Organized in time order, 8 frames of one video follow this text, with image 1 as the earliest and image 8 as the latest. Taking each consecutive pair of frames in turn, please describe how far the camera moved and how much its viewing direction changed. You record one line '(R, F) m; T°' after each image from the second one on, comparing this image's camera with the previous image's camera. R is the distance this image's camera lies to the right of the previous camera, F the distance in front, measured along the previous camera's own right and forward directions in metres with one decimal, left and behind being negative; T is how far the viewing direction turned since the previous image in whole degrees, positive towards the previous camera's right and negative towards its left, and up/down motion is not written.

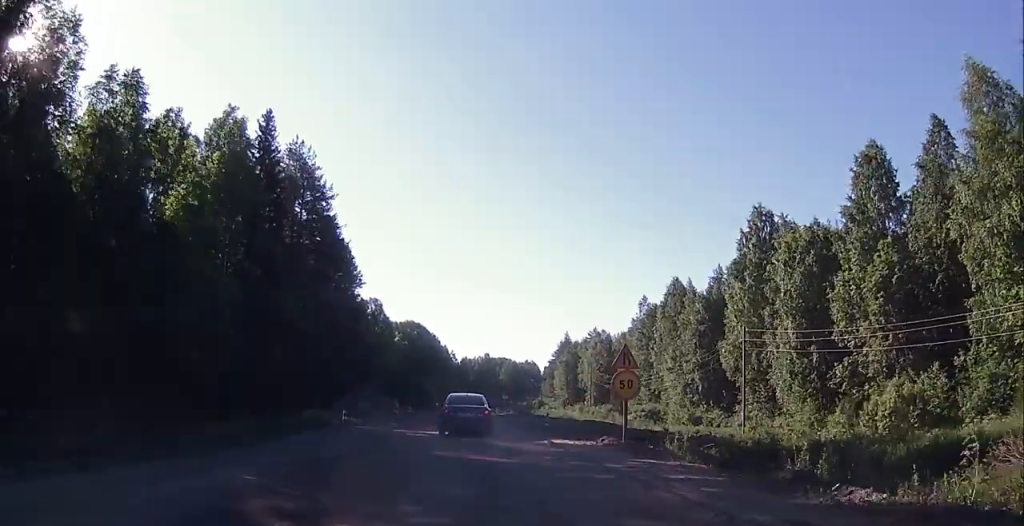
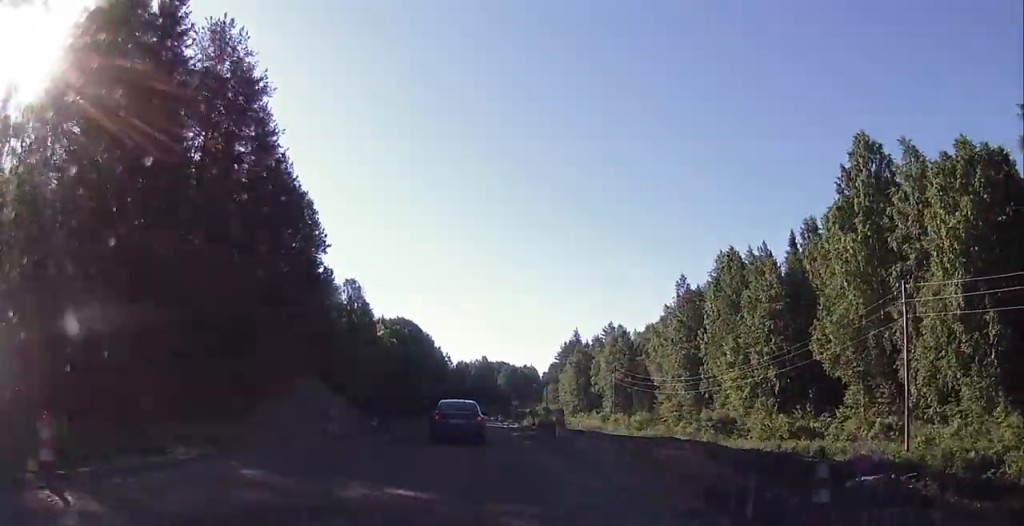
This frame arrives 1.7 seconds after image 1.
(-0.6, +23.0) m; 0°
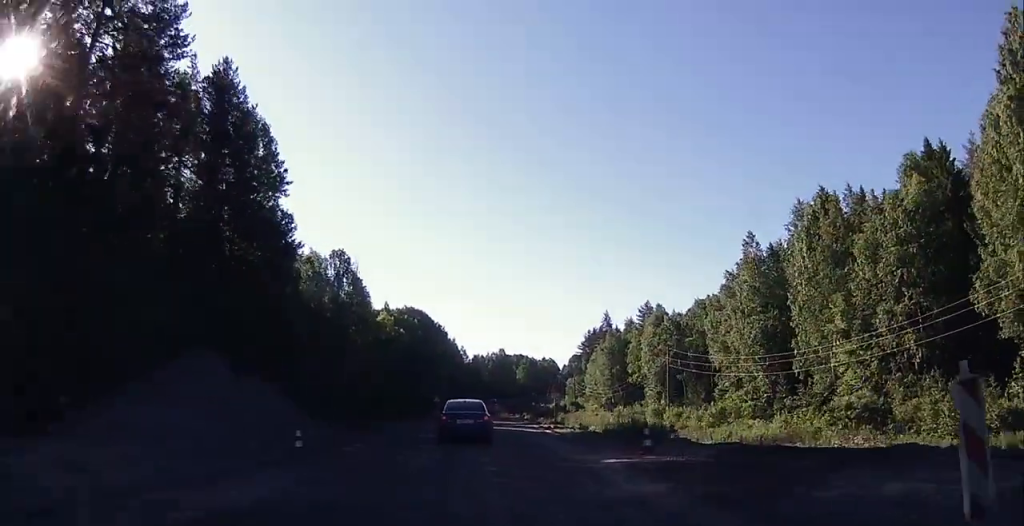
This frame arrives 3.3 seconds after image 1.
(+0.1, +20.5) m; -1°
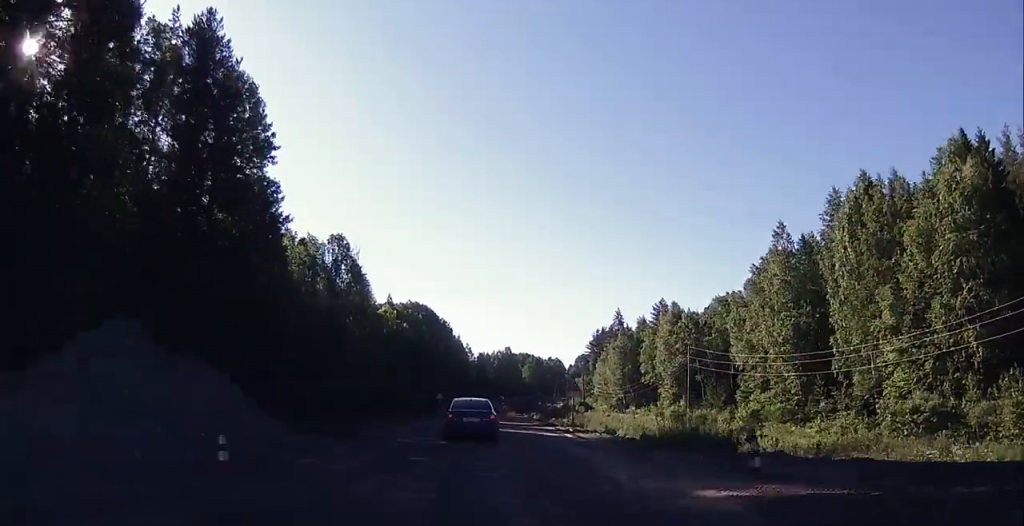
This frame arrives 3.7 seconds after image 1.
(-0.4, +5.9) m; 0°
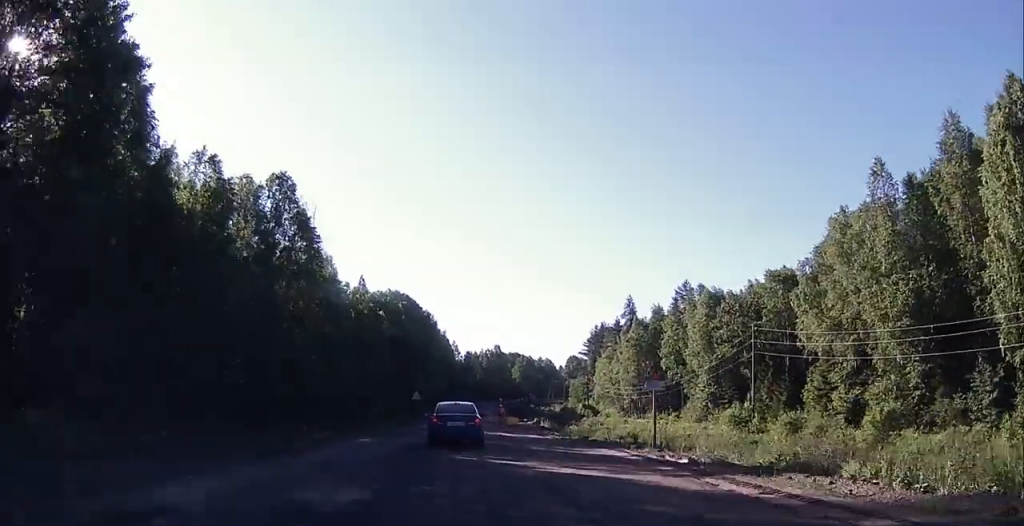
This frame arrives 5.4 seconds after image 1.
(+0.9, +20.4) m; +3°
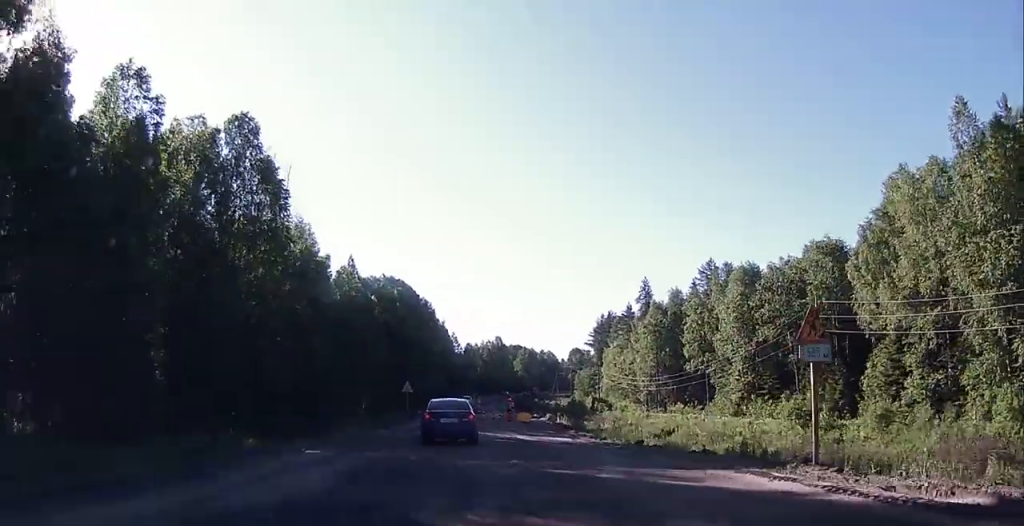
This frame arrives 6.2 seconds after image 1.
(0.0, +10.5) m; -1°
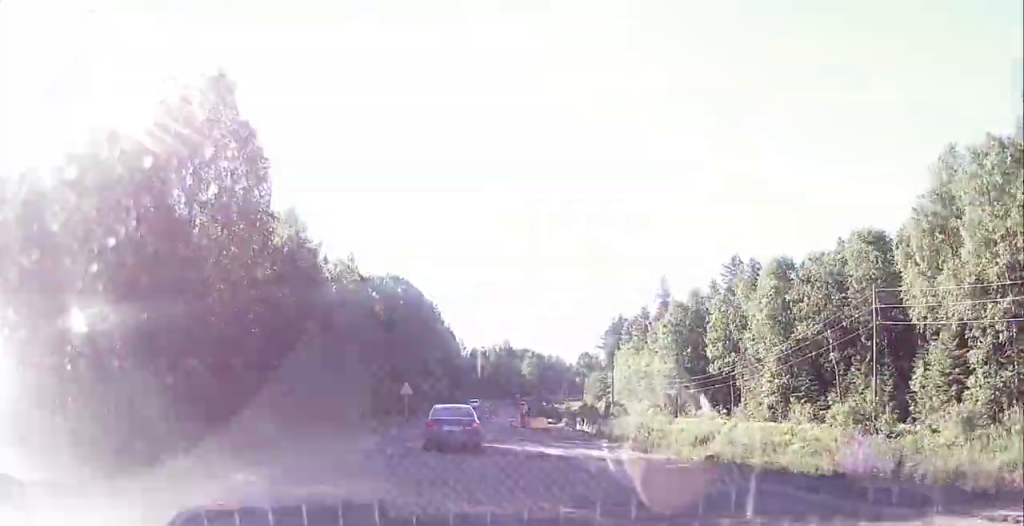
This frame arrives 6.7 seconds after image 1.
(+0.1, +6.4) m; -2°
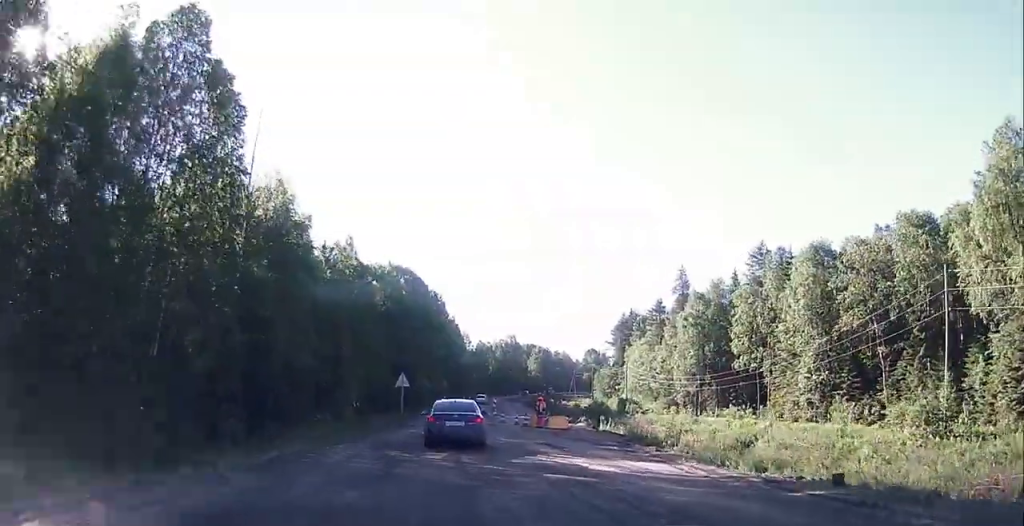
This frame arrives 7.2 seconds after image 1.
(-0.1, +6.4) m; -1°
